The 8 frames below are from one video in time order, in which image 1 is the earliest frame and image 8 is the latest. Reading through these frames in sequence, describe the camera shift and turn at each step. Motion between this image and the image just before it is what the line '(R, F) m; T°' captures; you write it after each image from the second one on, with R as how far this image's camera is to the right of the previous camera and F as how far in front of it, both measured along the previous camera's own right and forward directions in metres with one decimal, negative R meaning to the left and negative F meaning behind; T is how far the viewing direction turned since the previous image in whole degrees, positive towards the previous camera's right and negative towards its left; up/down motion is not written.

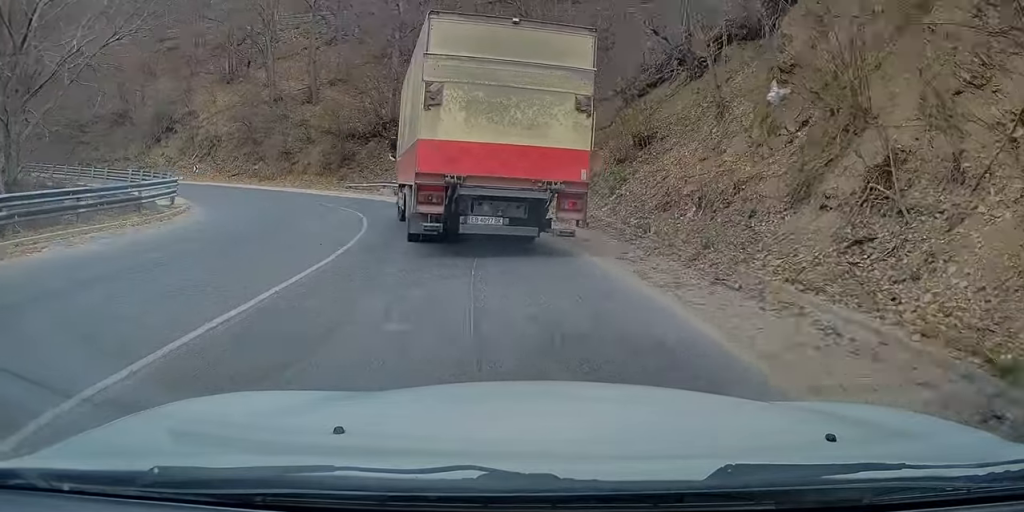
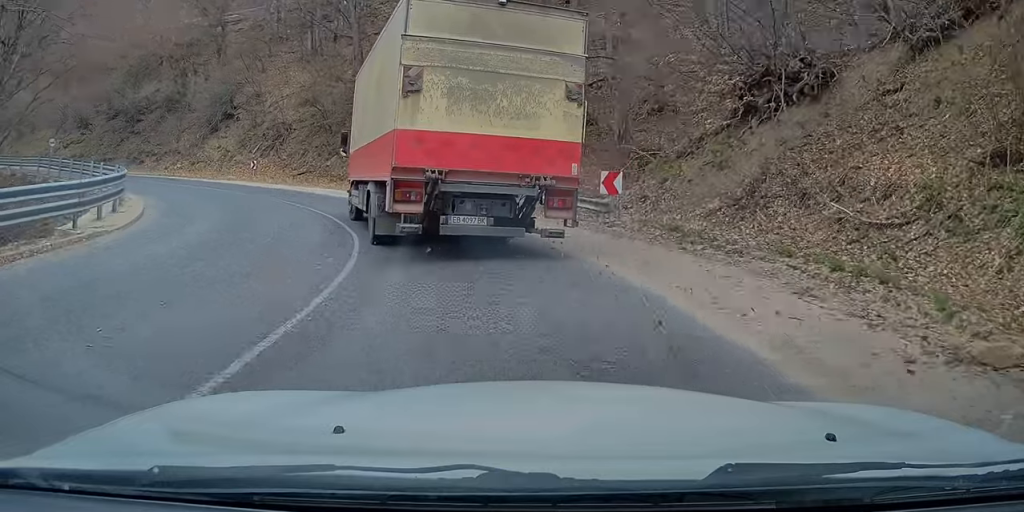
(-1.2, +14.1) m; -12°
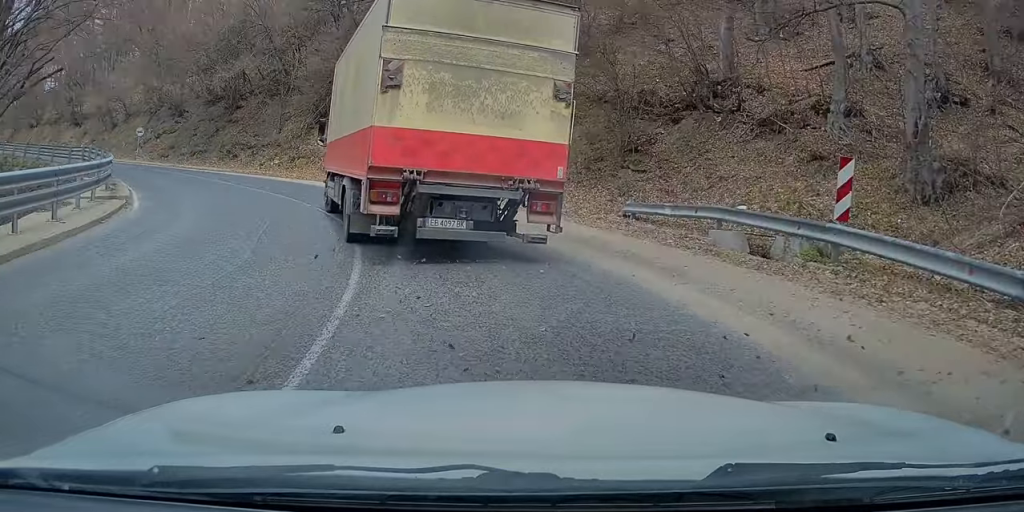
(-1.2, +12.8) m; -9°
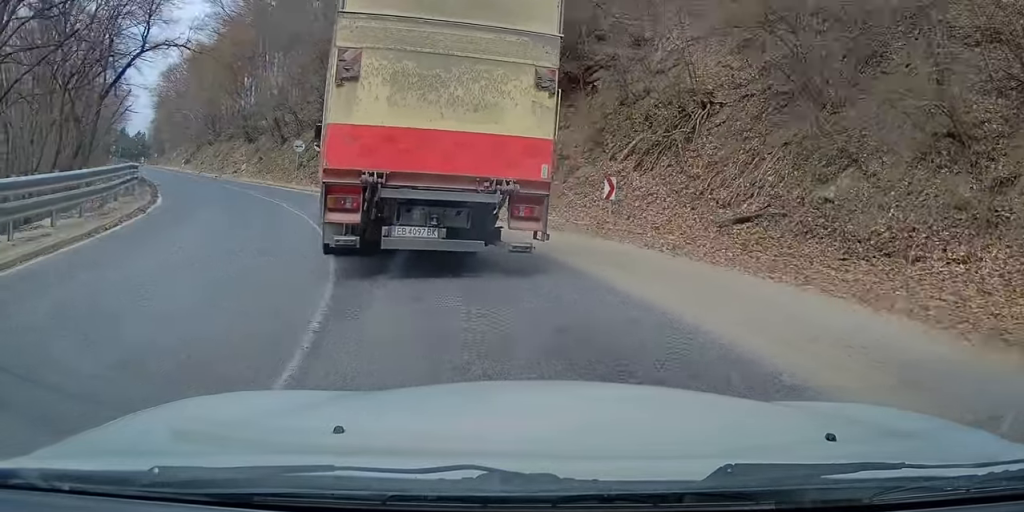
(-2.7, +17.1) m; -21°
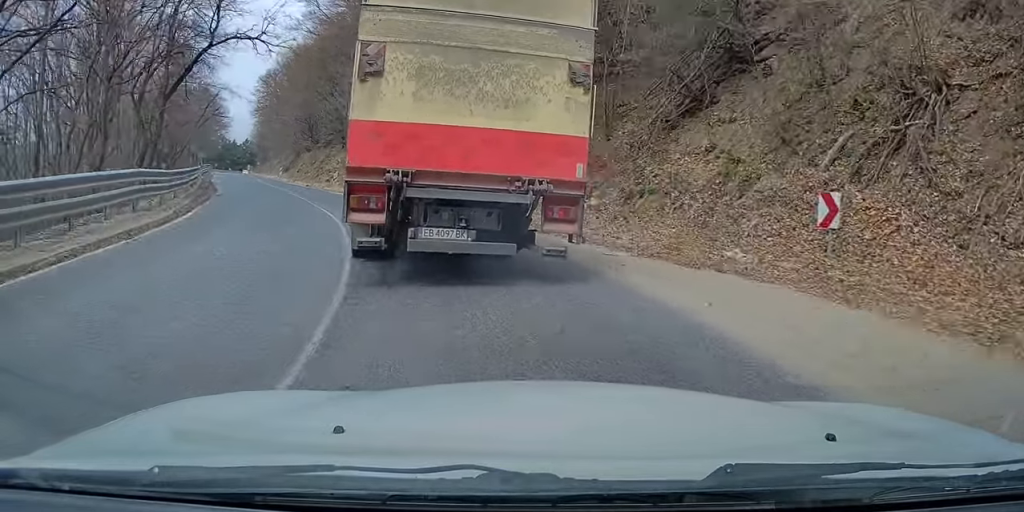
(-0.4, +6.8) m; -10°
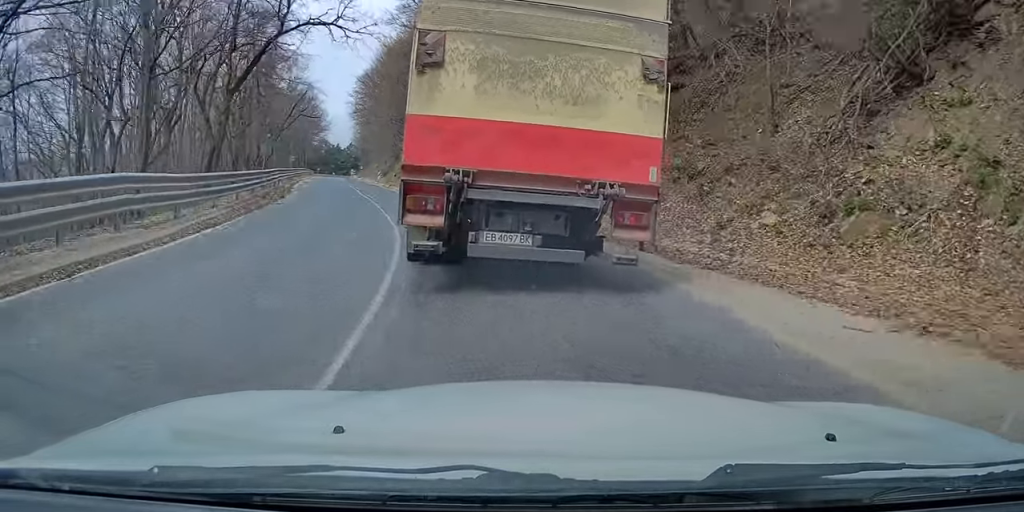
(-0.6, +5.7) m; -7°
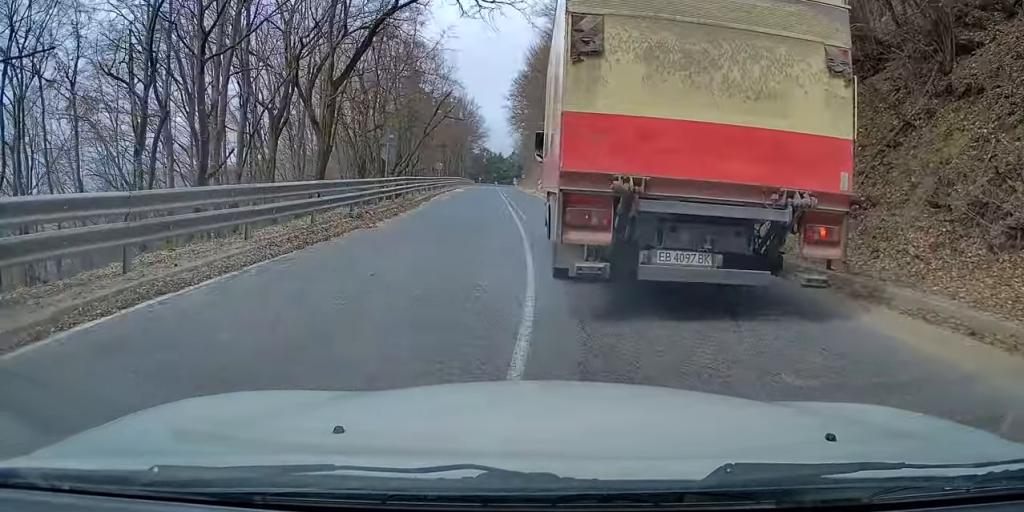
(-0.5, +8.2) m; -10°
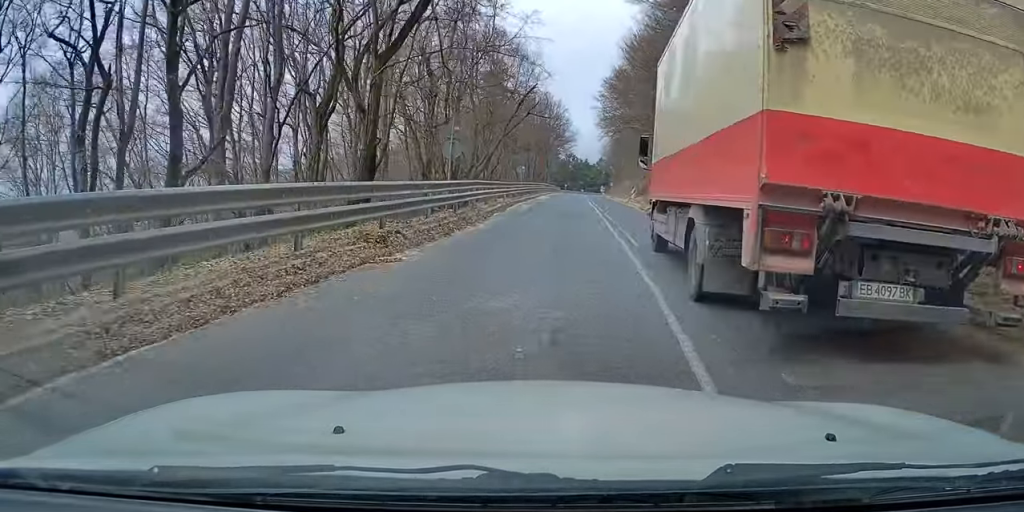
(-0.6, +6.6) m; -8°
